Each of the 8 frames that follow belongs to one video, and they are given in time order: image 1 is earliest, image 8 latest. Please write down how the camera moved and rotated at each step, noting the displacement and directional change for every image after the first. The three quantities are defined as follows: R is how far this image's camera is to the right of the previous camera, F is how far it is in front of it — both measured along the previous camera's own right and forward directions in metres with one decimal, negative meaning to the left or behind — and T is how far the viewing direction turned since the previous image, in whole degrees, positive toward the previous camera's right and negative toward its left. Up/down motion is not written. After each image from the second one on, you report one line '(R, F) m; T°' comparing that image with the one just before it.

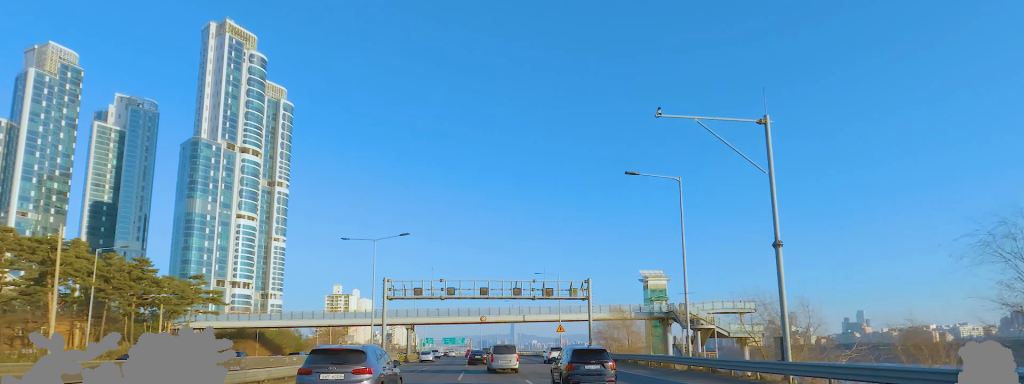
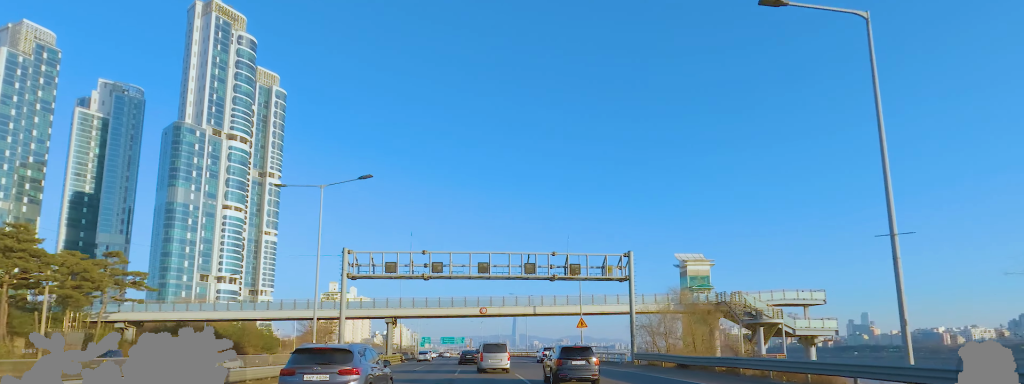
(0.0, +16.0) m; -2°
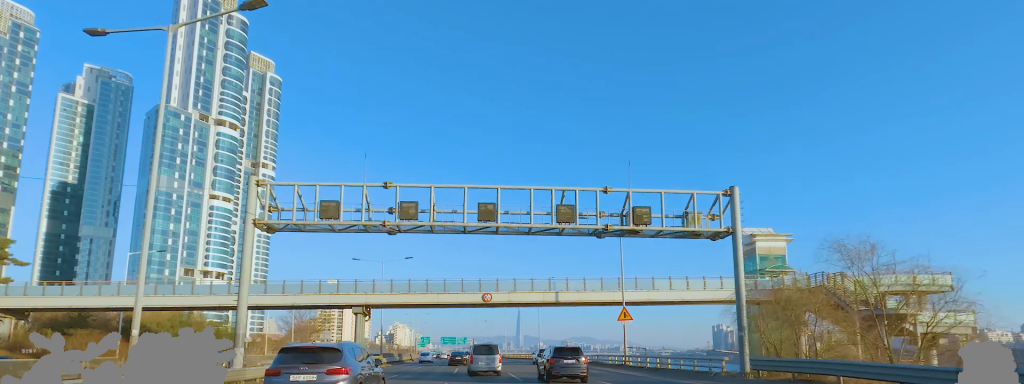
(-0.4, +16.4) m; -2°
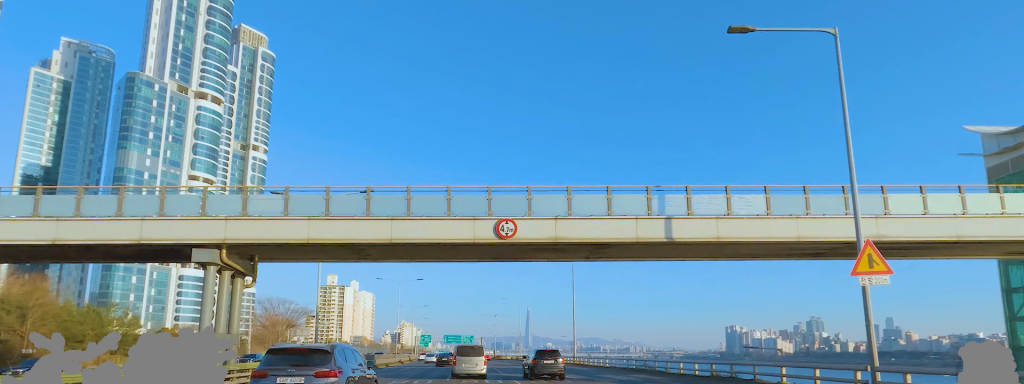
(+0.1, +25.8) m; 0°
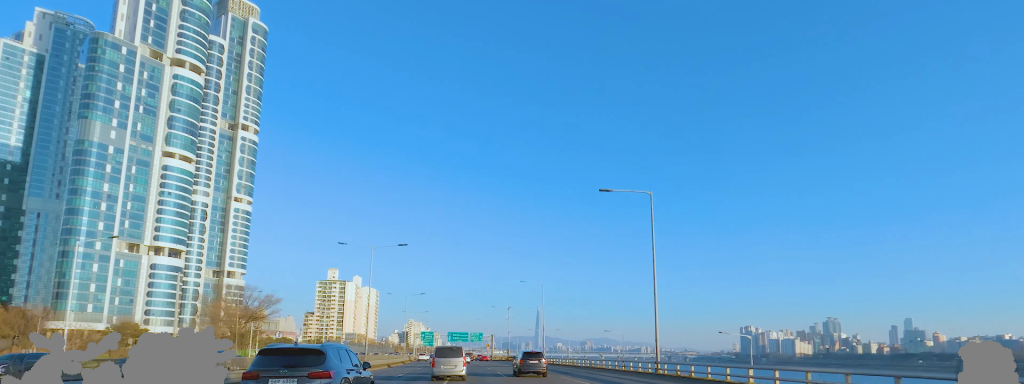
(-1.1, +25.7) m; -4°
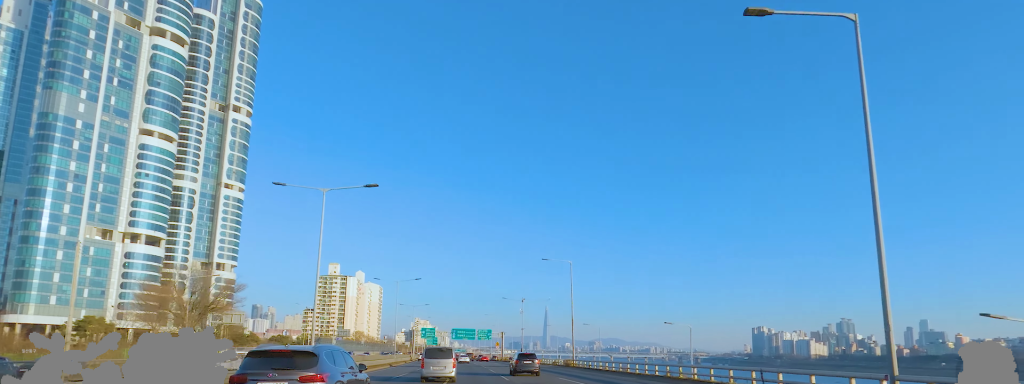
(-0.1, +19.0) m; -1°
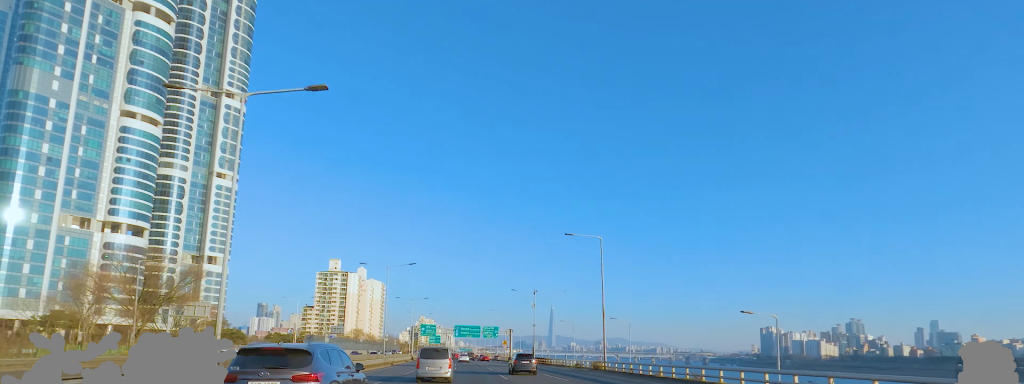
(-0.2, +12.9) m; 0°
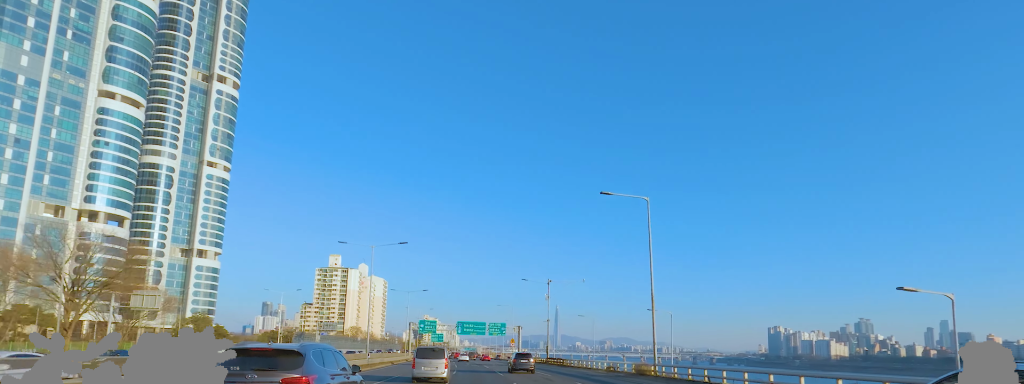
(0.0, +12.3) m; 0°
